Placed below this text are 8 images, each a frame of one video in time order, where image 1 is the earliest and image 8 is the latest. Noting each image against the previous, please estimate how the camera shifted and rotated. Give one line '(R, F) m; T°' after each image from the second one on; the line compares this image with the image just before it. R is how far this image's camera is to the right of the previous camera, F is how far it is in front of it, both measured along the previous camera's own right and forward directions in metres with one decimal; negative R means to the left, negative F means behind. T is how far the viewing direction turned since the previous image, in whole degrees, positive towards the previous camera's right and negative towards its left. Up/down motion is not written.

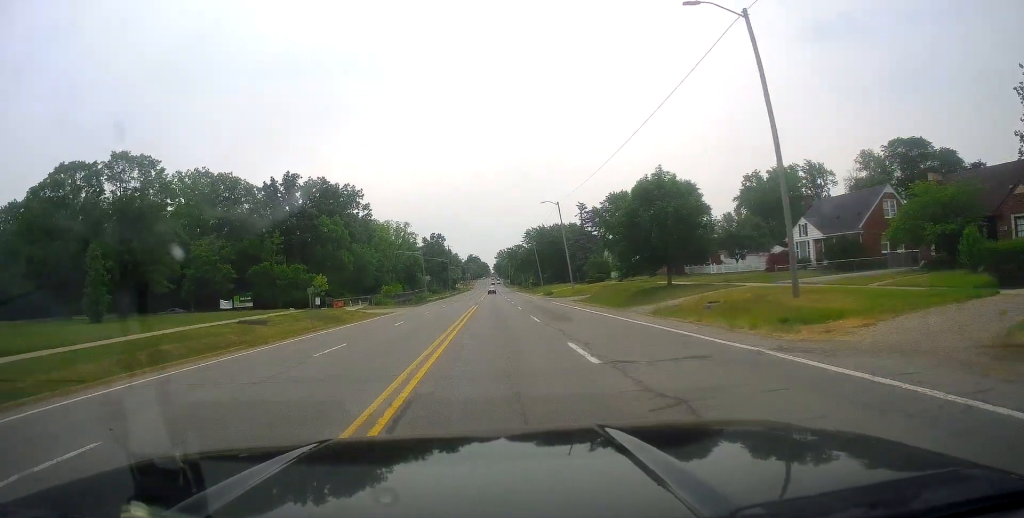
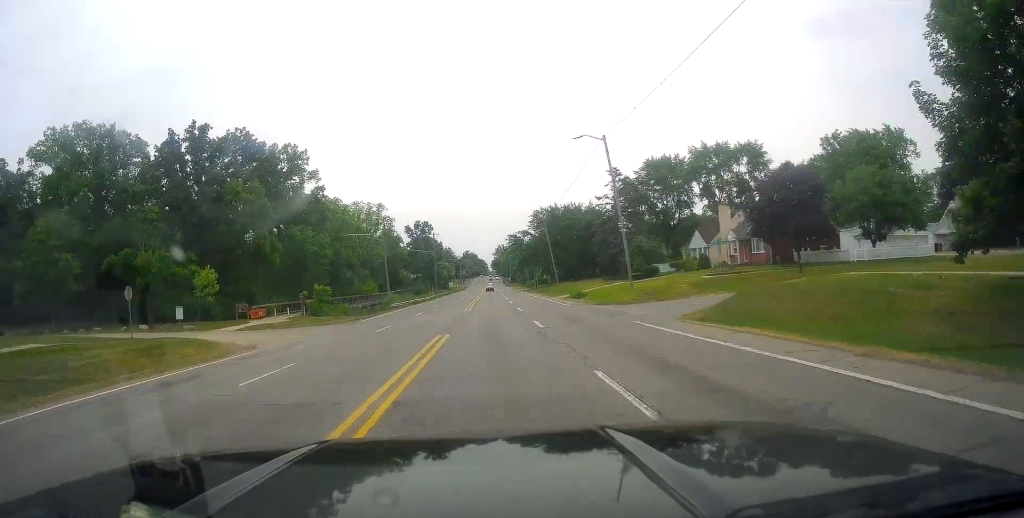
(-1.4, +34.8) m; -3°
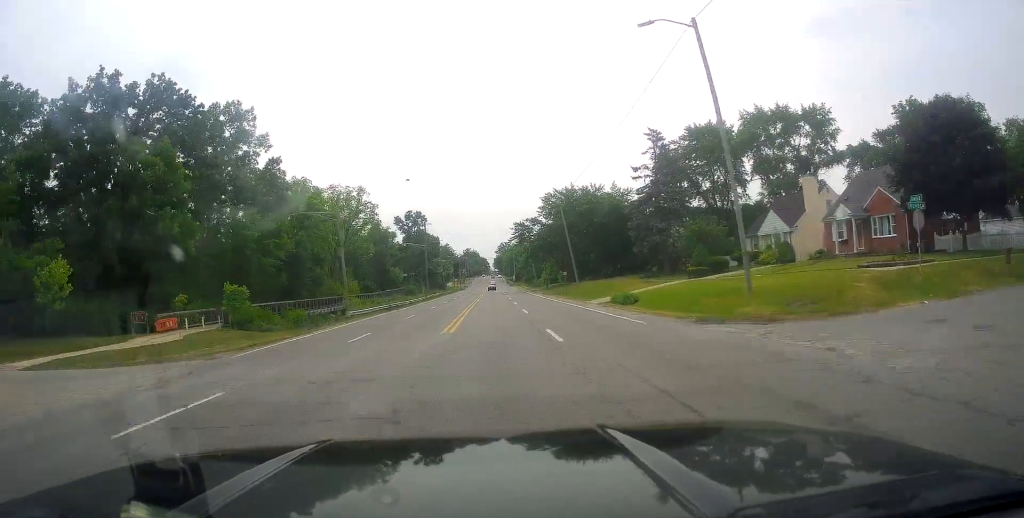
(+0.3, +20.7) m; +2°
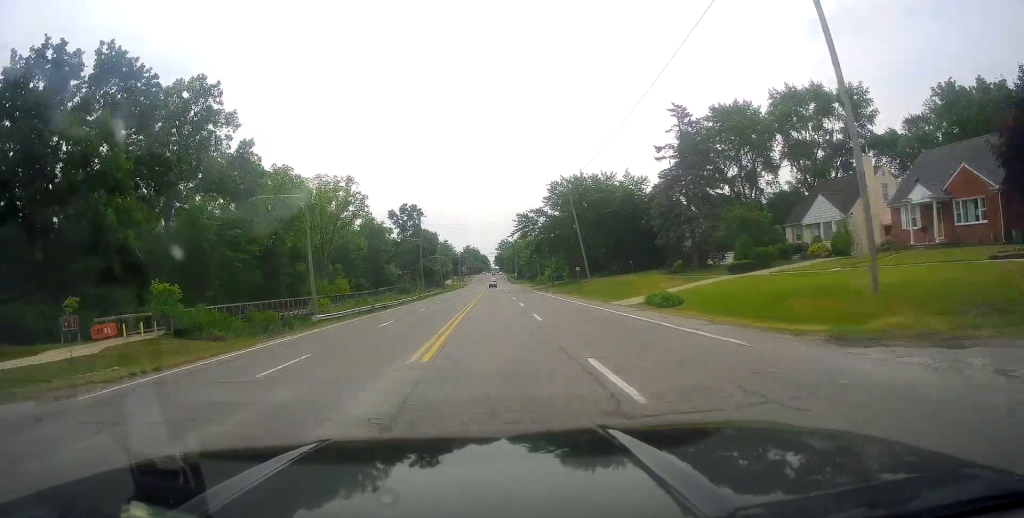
(+0.1, +8.9) m; 0°
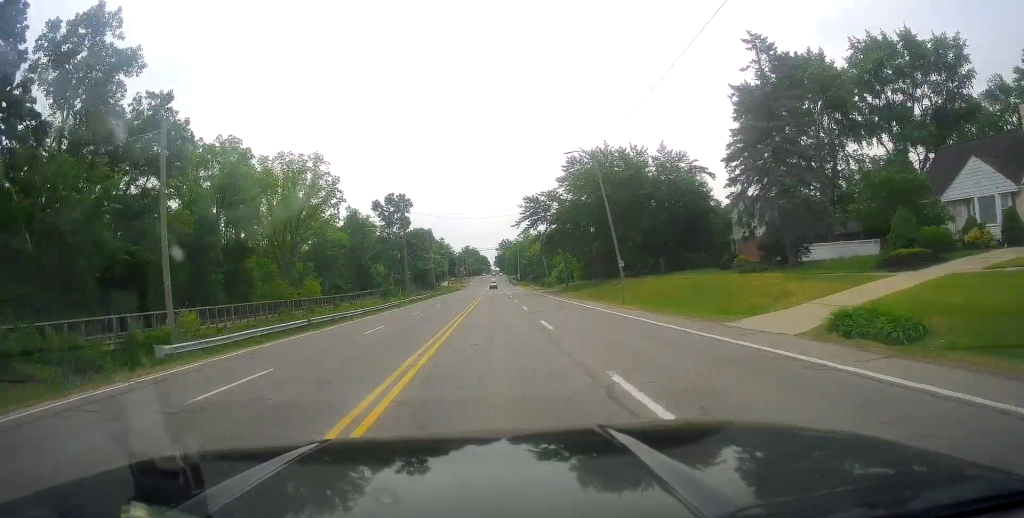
(-0.1, +18.1) m; -1°
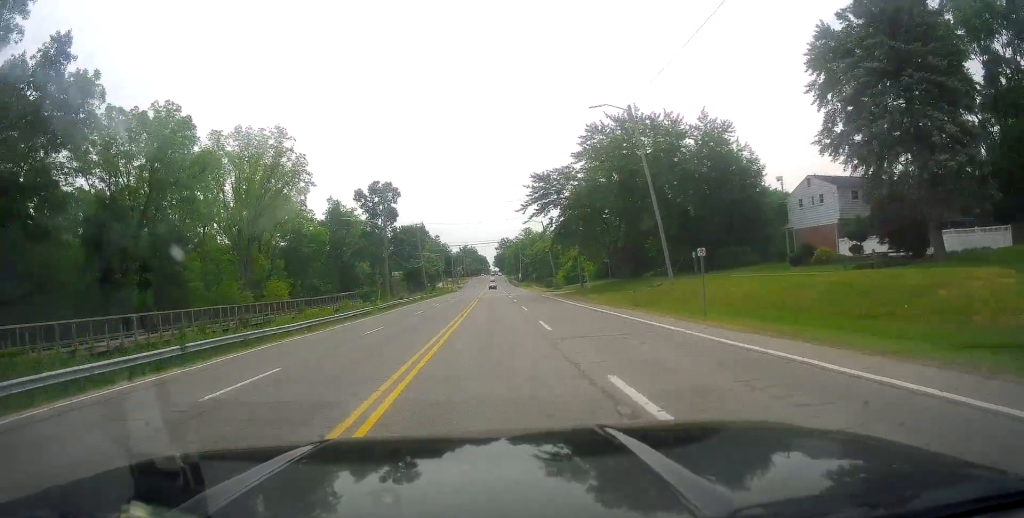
(-0.4, +14.5) m; 0°
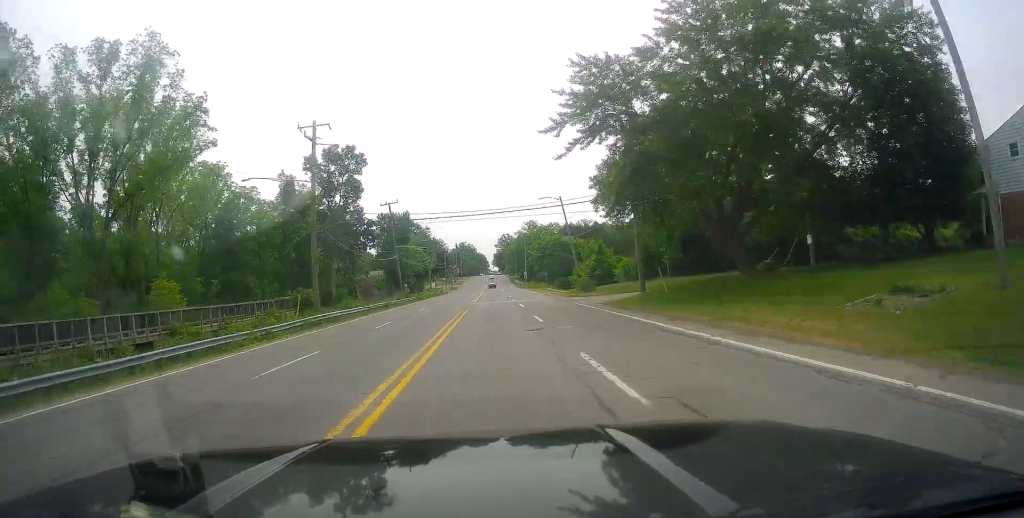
(+0.6, +27.8) m; +1°
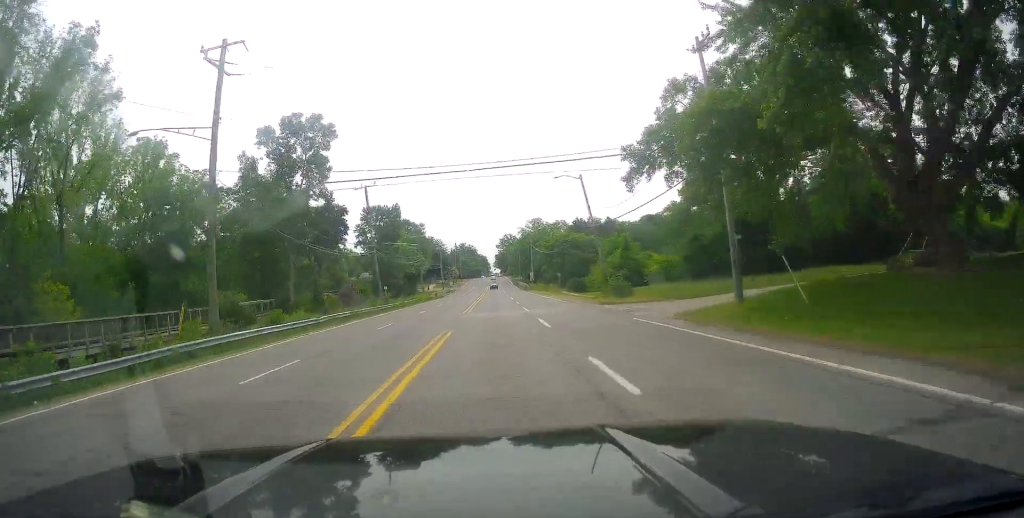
(0.0, +15.8) m; 0°
